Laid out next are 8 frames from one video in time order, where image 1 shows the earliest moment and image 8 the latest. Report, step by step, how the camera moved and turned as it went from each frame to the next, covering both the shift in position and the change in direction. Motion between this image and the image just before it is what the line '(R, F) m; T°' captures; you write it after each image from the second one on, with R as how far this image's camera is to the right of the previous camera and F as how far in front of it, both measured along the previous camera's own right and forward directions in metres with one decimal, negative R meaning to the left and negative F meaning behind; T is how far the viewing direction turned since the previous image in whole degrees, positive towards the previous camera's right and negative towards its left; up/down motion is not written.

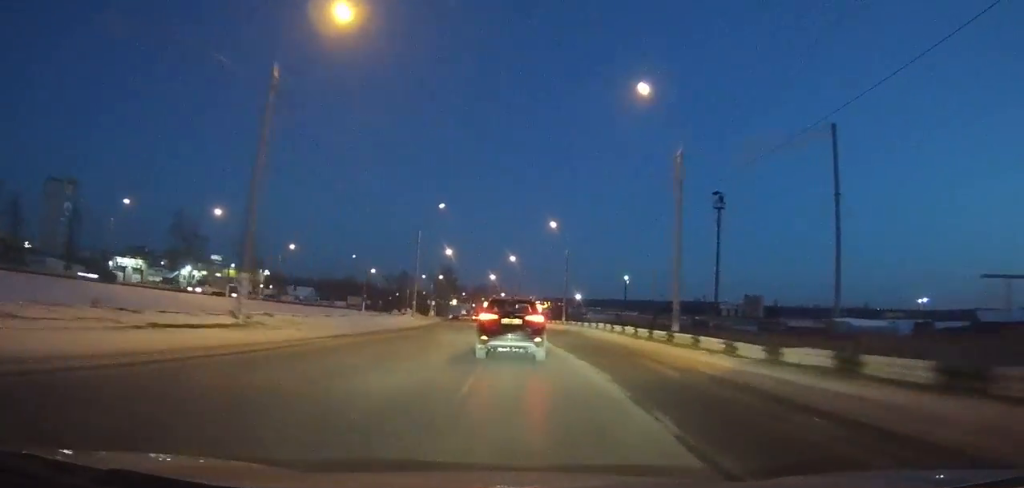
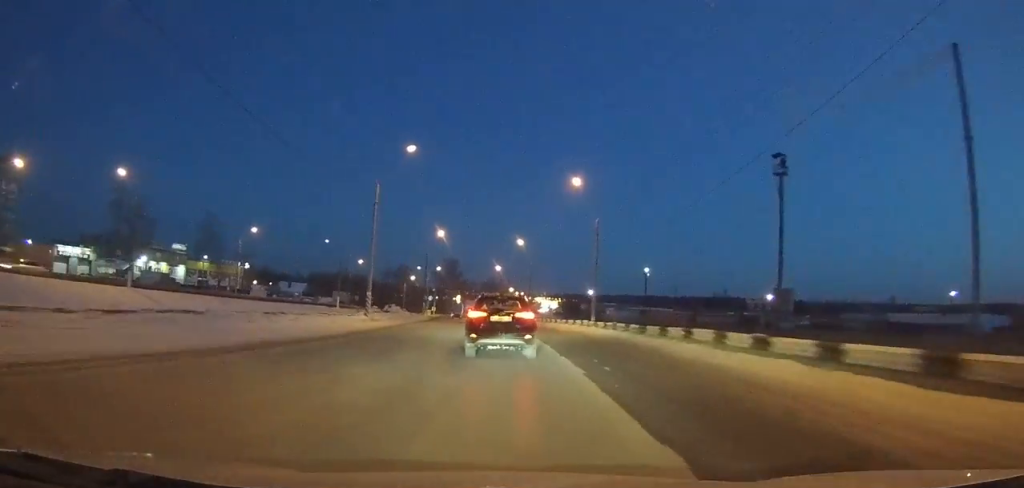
(-0.5, +20.4) m; -2°
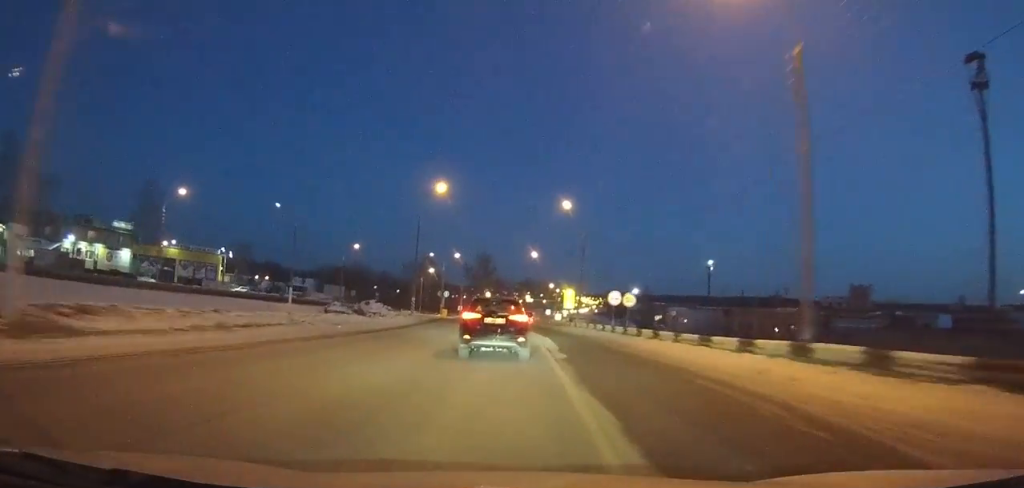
(-0.4, +30.7) m; -3°
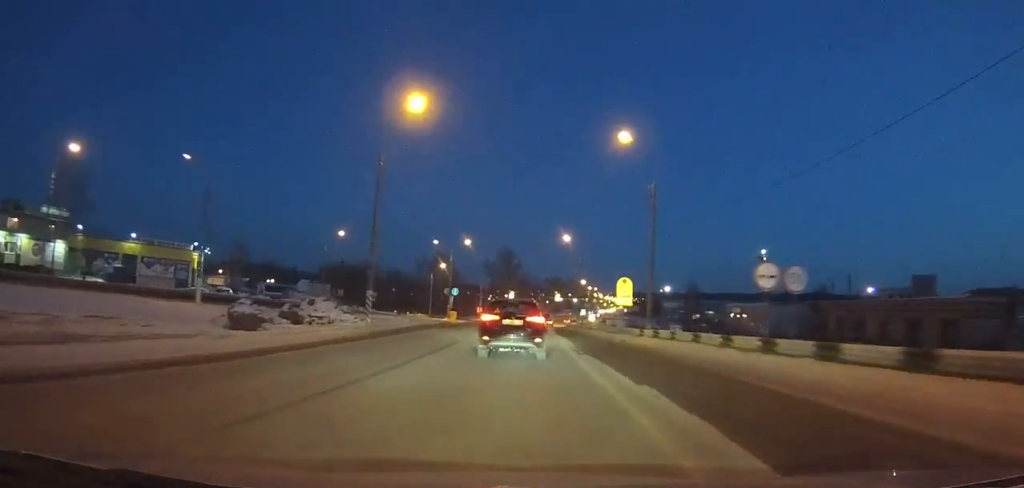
(-0.7, +22.3) m; -1°
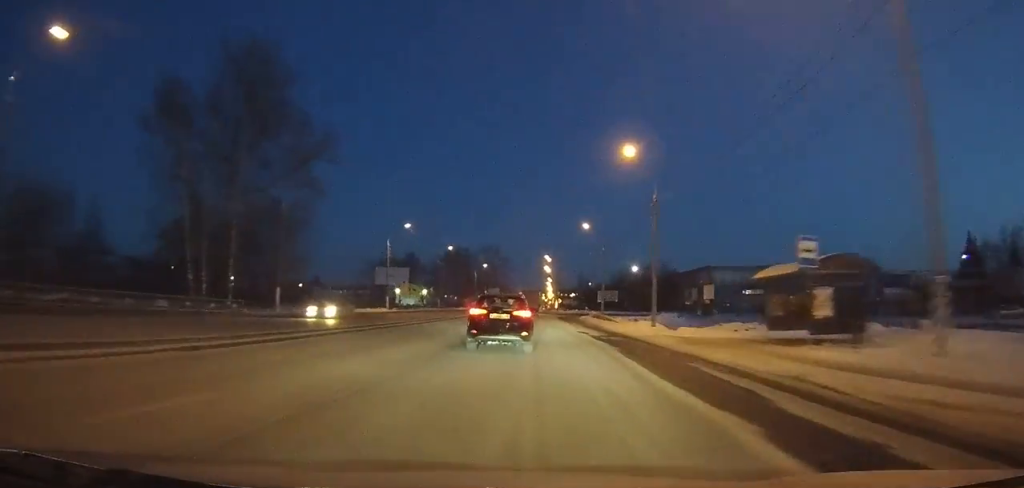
(+6.9, +162.9) m; +7°
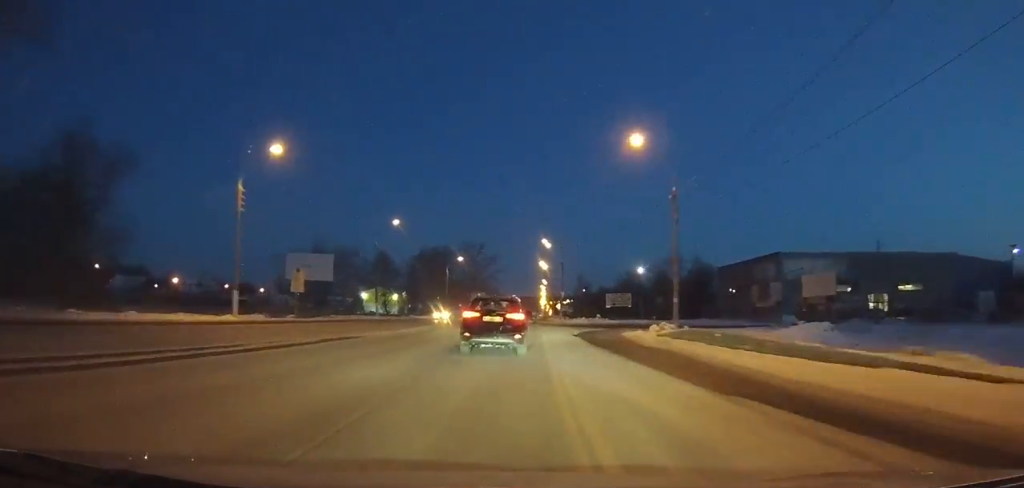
(+0.5, +35.4) m; +1°
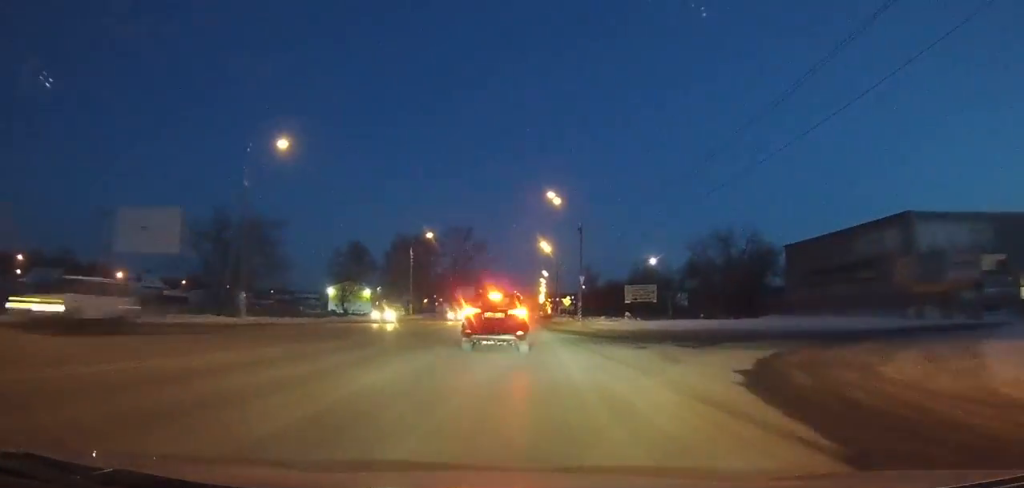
(+0.2, +30.4) m; 0°
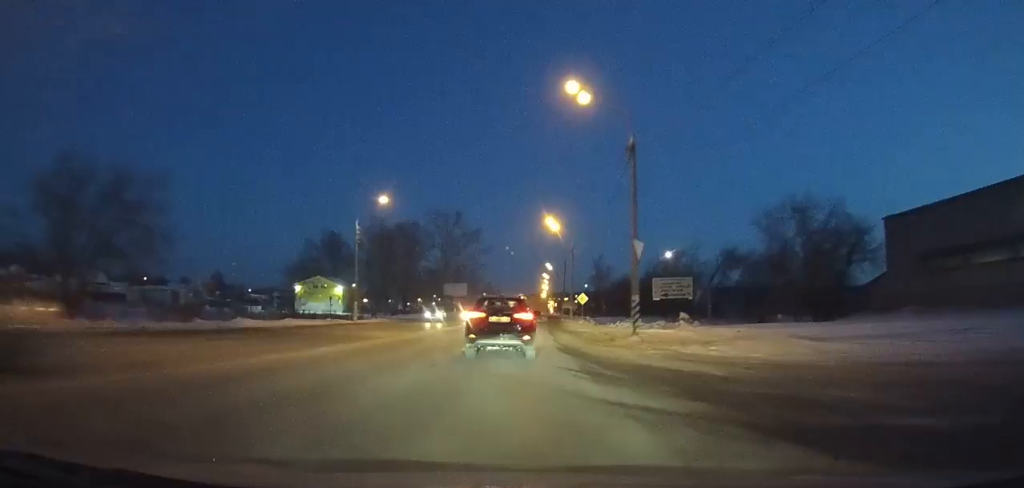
(+0.1, +24.0) m; 0°
